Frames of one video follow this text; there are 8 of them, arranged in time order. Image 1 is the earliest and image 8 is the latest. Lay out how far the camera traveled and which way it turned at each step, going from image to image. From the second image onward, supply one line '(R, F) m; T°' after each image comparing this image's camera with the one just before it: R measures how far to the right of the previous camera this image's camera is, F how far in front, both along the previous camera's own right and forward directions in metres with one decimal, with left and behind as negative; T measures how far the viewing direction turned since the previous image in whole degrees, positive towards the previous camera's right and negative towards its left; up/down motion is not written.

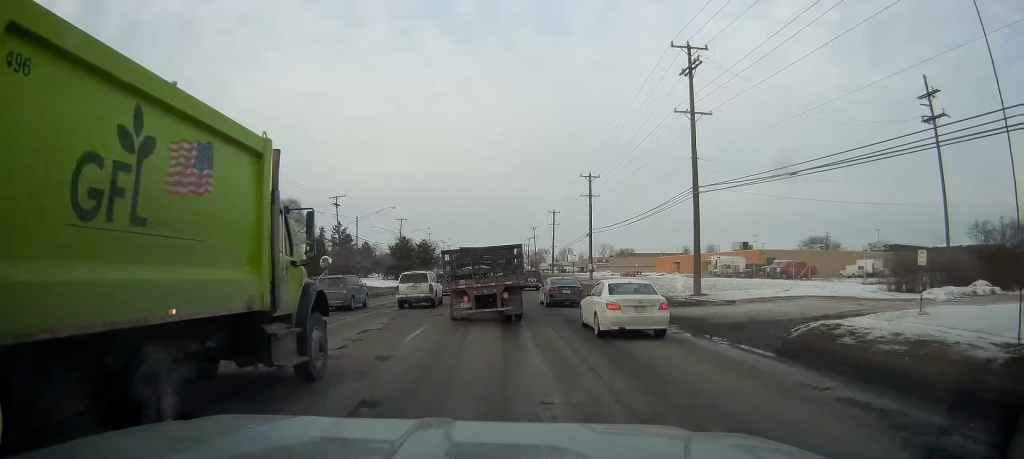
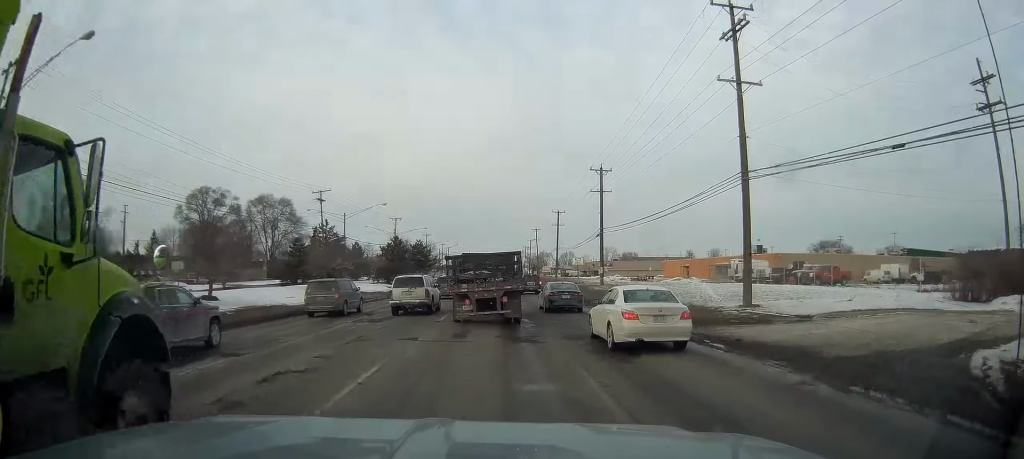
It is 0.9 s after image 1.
(0.0, +6.3) m; 0°
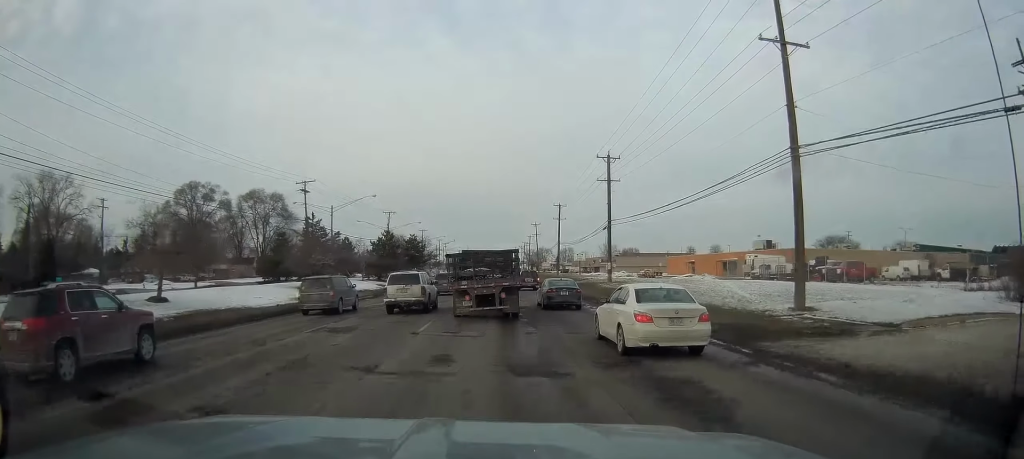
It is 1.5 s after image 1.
(0.0, +4.8) m; -1°
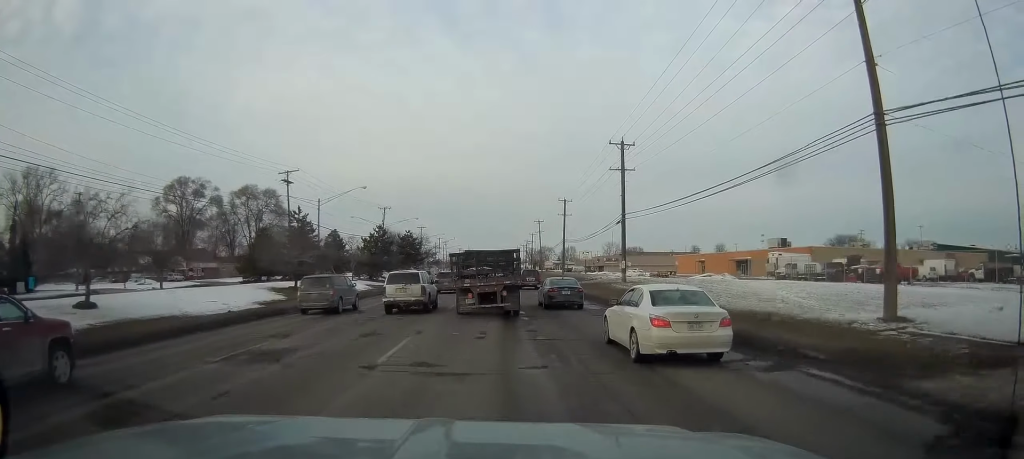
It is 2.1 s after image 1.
(+0.1, +5.6) m; -3°
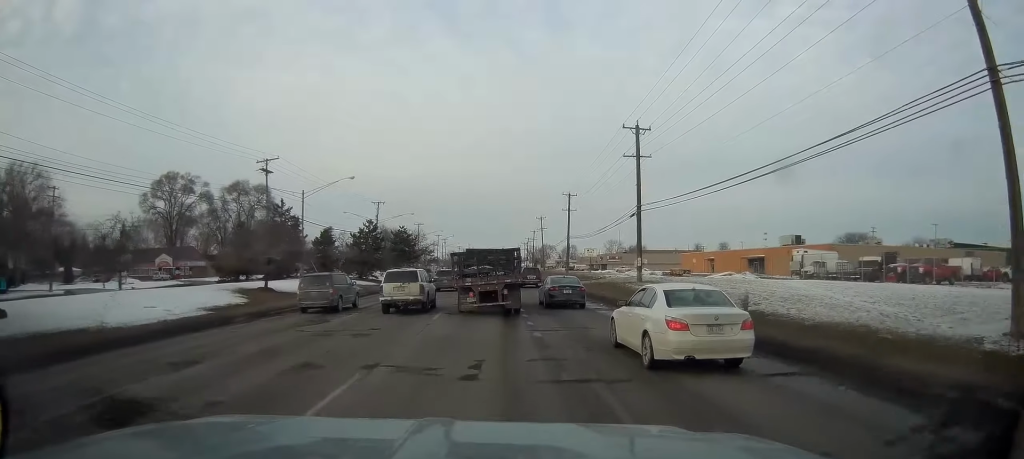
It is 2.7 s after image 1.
(-0.2, +5.7) m; 0°
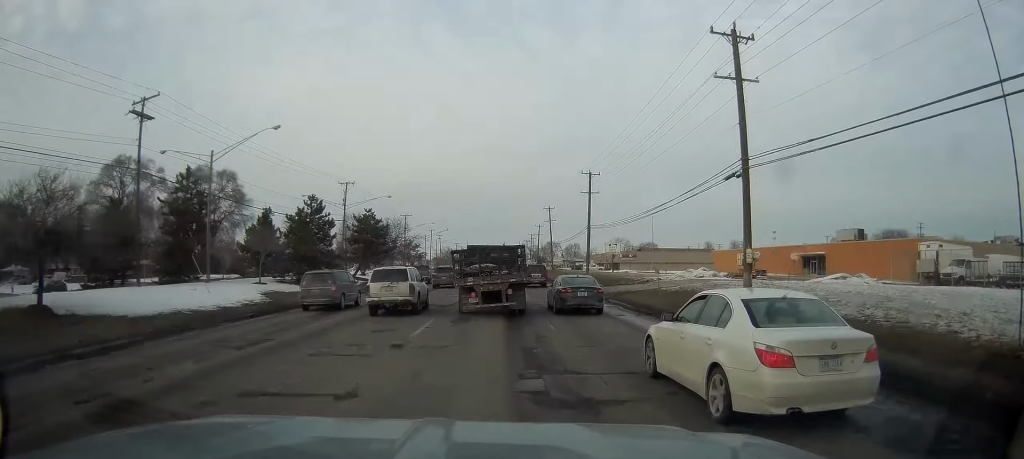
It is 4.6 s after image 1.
(+0.3, +22.0) m; +1°
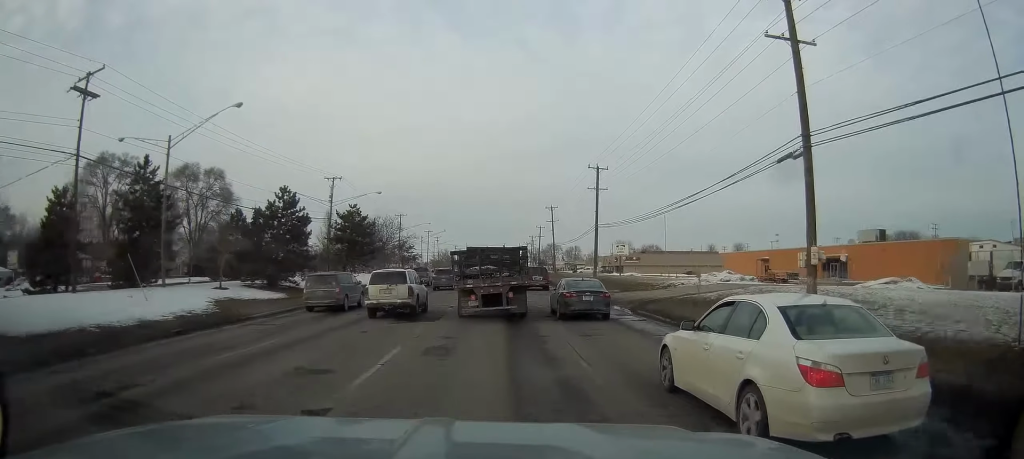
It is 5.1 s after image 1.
(-0.3, +7.3) m; 0°
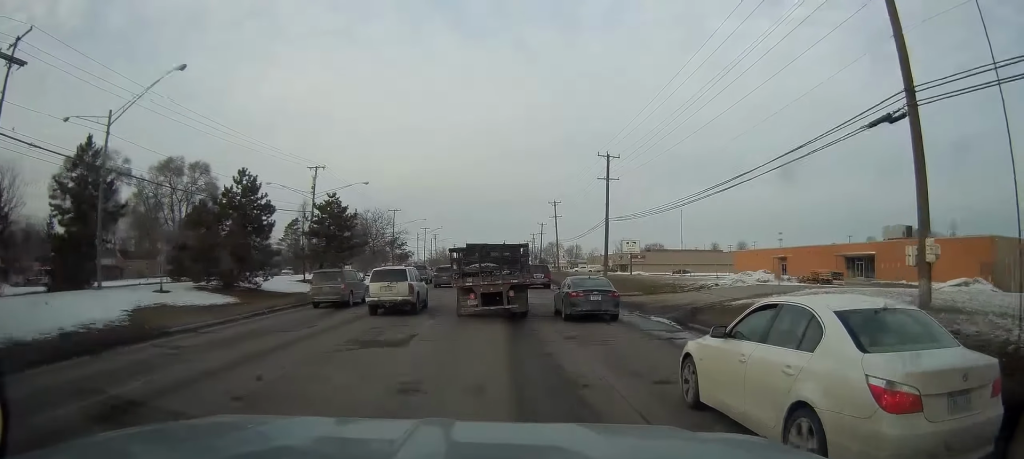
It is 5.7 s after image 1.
(+0.2, +8.6) m; +1°
